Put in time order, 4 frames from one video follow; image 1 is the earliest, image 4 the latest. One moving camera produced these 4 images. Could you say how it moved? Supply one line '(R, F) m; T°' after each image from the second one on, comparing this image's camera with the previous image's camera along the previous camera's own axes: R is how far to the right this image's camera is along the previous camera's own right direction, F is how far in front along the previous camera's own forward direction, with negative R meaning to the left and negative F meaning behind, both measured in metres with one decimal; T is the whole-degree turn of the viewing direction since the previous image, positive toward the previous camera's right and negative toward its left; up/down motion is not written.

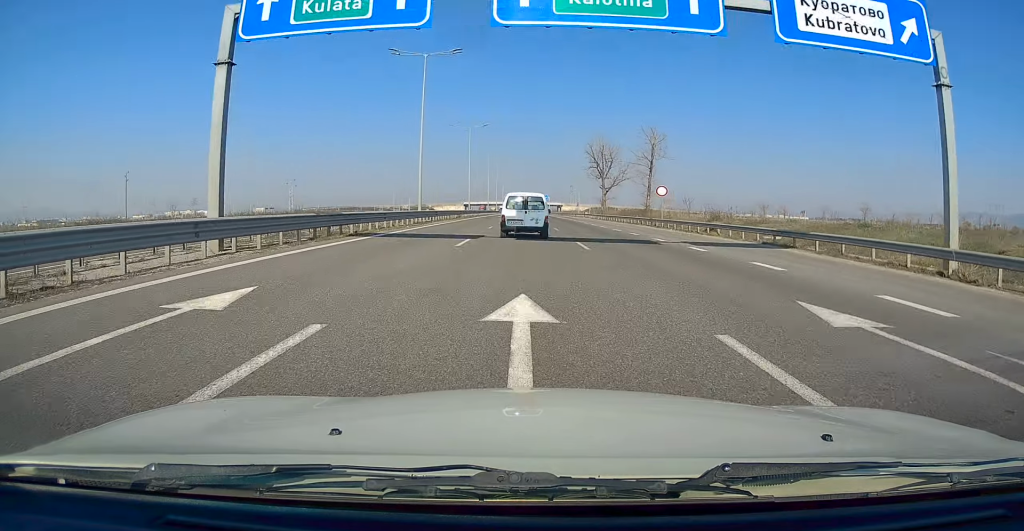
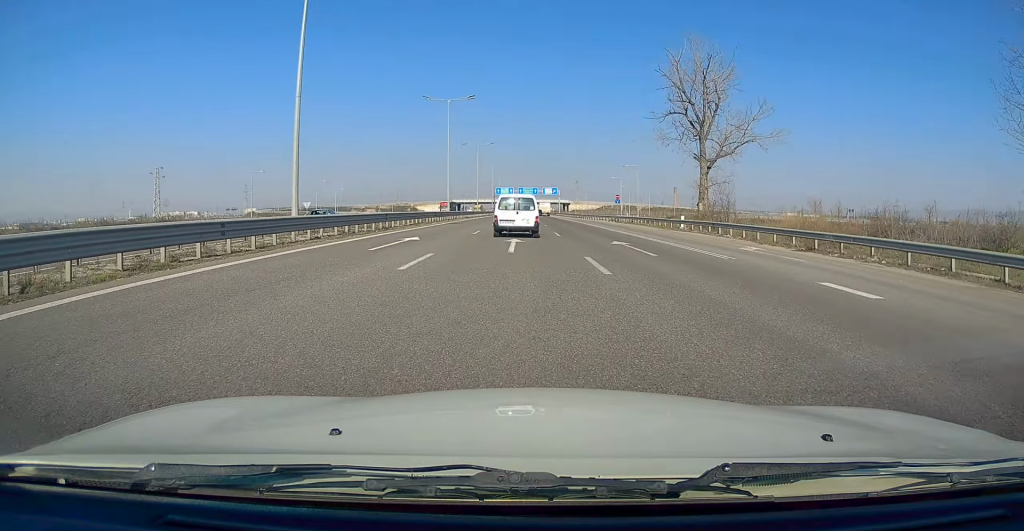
(-0.2, +69.8) m; -1°
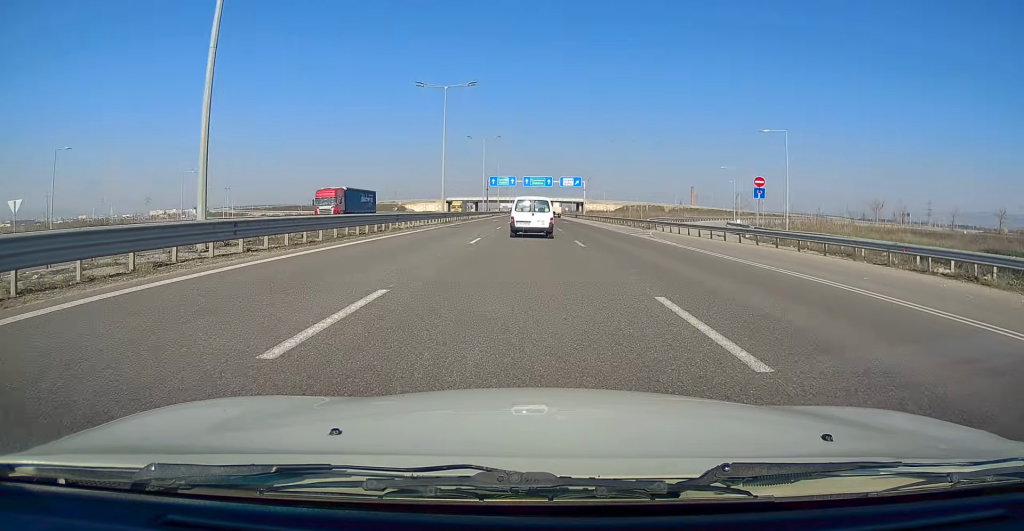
(-0.2, +53.6) m; +1°
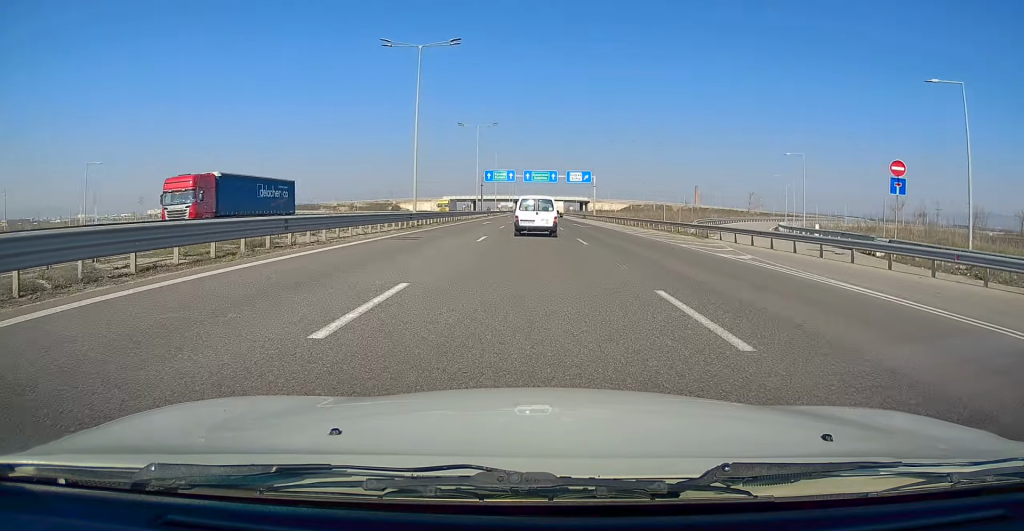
(+0.2, +15.2) m; 0°
